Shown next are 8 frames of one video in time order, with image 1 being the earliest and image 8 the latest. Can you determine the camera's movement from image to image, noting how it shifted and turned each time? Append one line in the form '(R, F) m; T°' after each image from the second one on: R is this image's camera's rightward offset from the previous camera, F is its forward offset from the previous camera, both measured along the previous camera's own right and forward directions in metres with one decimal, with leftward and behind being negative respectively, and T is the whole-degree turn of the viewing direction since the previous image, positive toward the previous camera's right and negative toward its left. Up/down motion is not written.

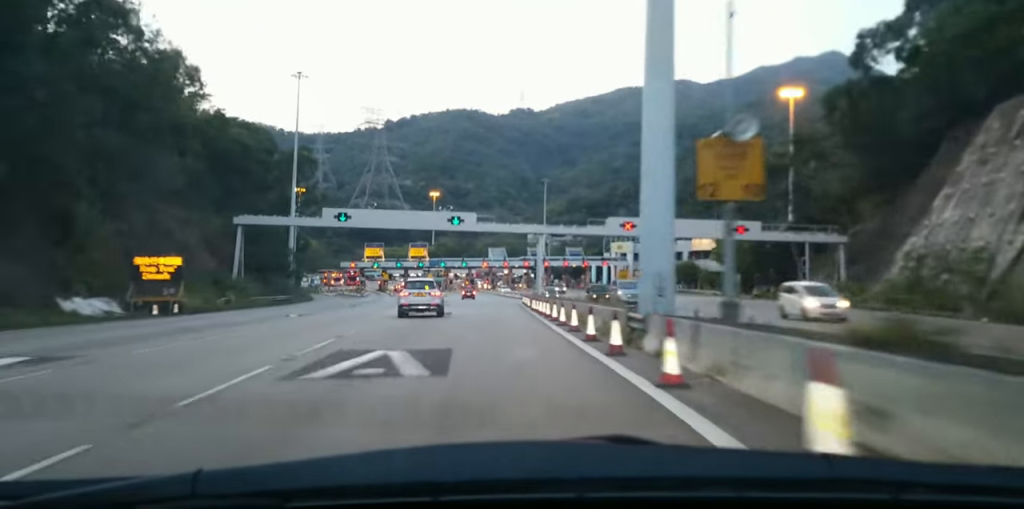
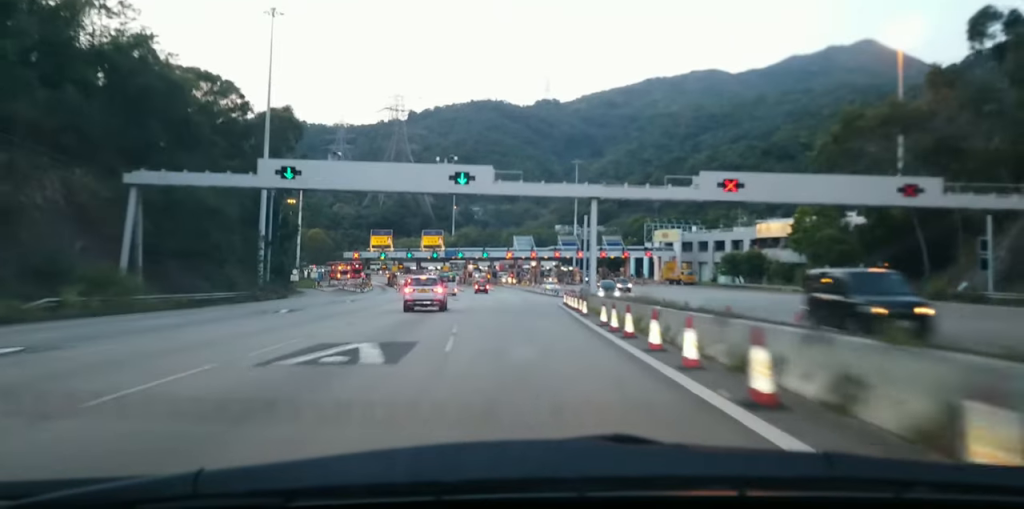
(-0.9, +22.9) m; -4°
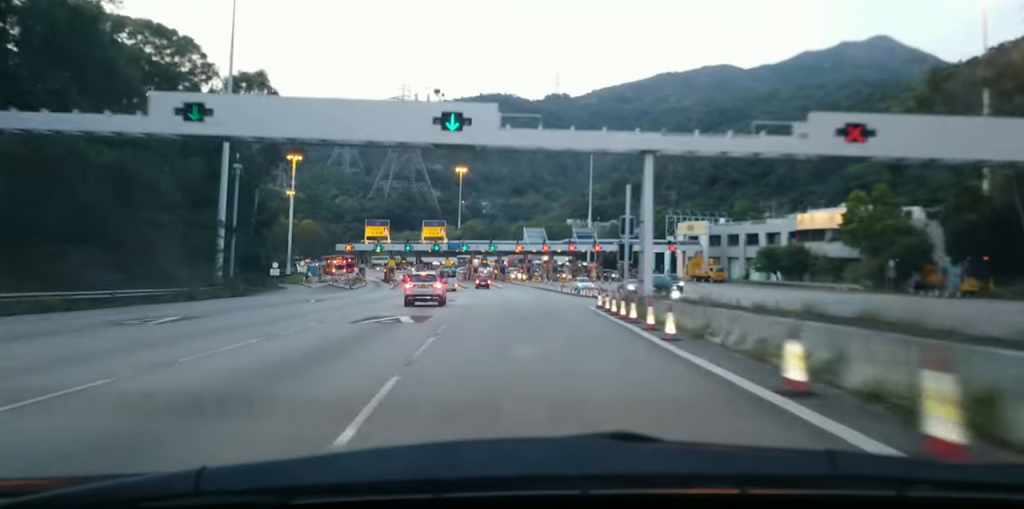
(-0.3, +14.7) m; -2°
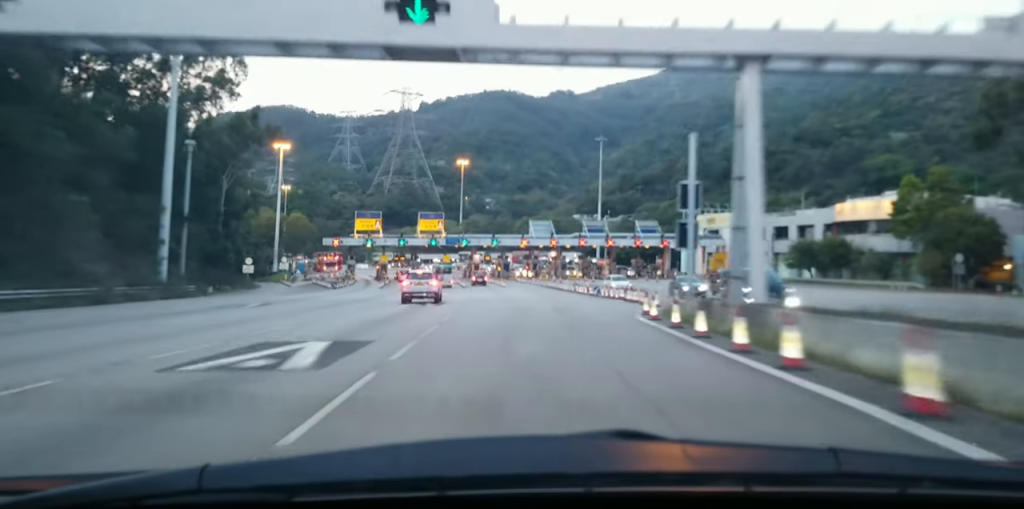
(-0.2, +12.9) m; -1°
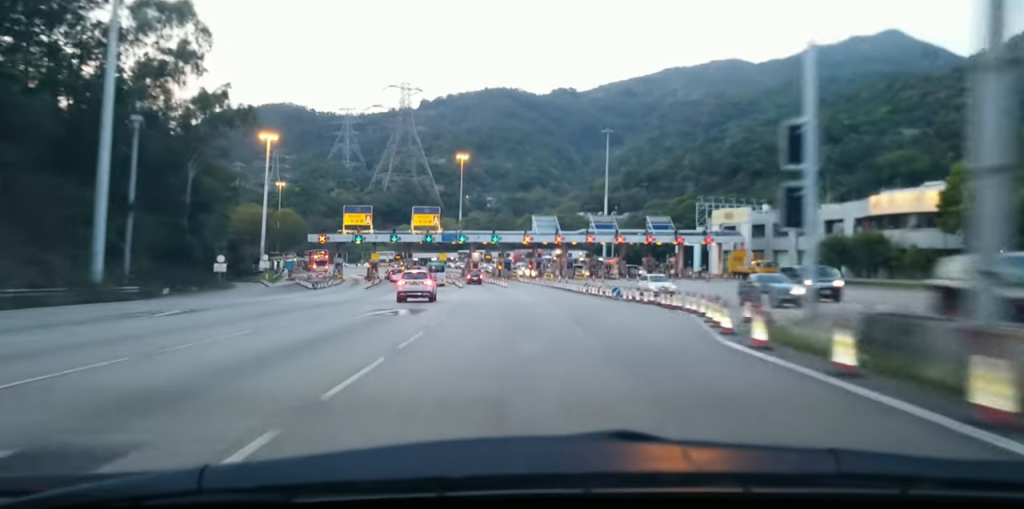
(0.0, +9.5) m; 0°
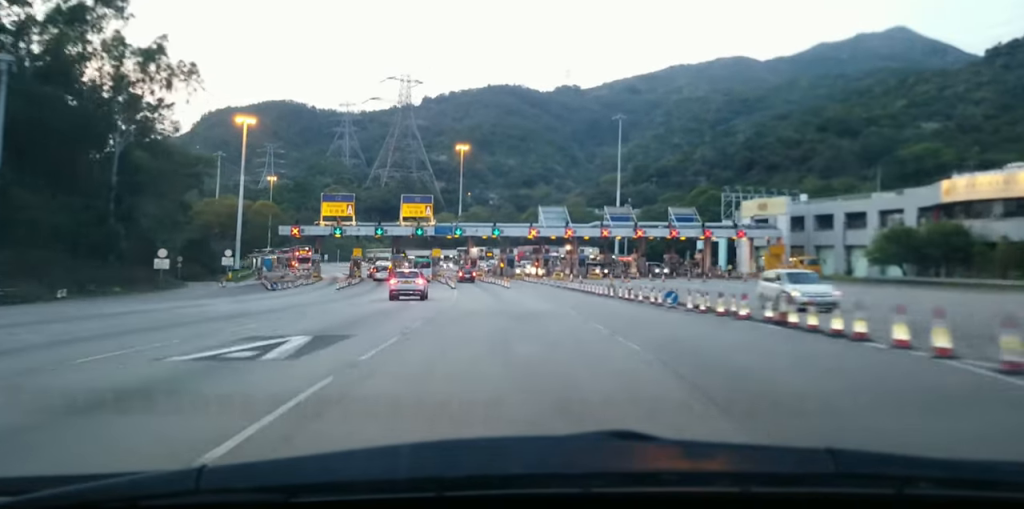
(0.0, +14.8) m; +1°
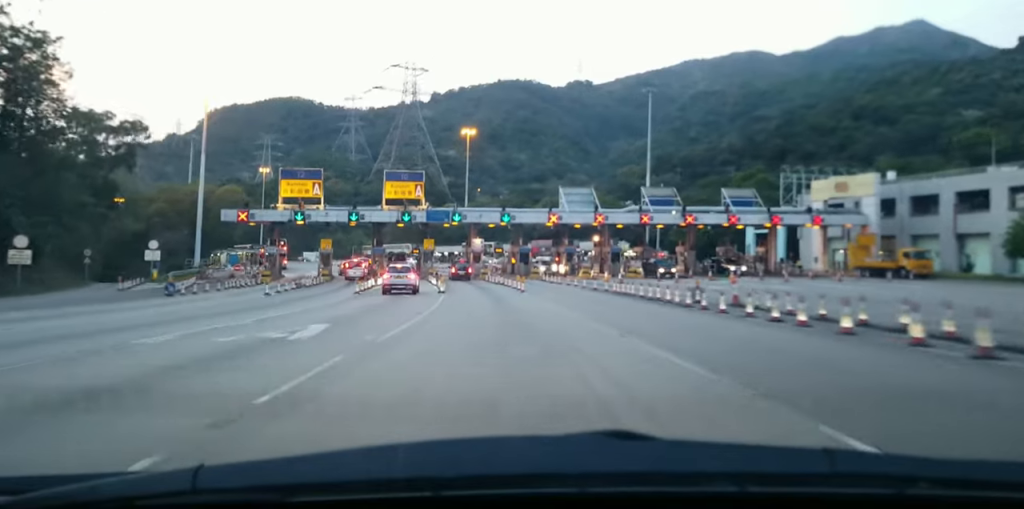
(+0.1, +22.6) m; -1°
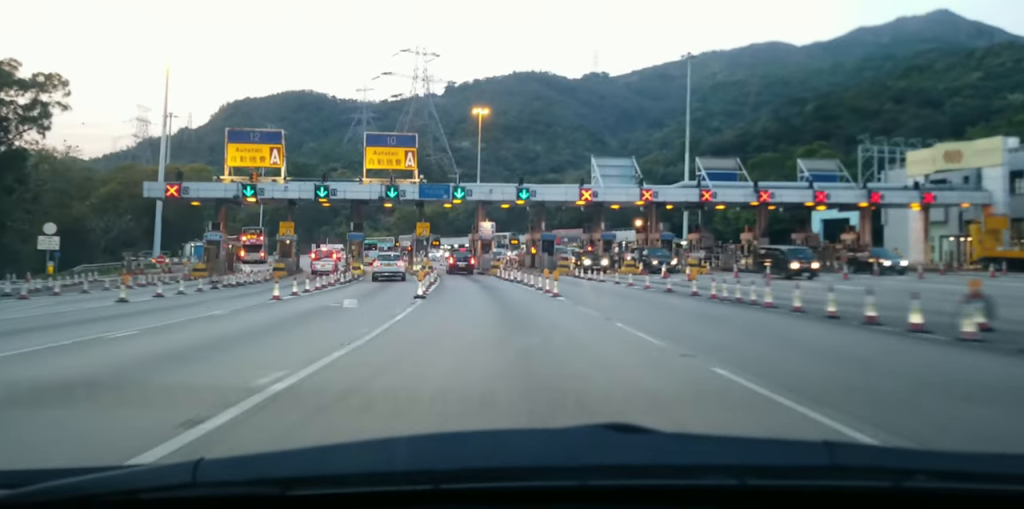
(-0.2, +19.0) m; 0°
